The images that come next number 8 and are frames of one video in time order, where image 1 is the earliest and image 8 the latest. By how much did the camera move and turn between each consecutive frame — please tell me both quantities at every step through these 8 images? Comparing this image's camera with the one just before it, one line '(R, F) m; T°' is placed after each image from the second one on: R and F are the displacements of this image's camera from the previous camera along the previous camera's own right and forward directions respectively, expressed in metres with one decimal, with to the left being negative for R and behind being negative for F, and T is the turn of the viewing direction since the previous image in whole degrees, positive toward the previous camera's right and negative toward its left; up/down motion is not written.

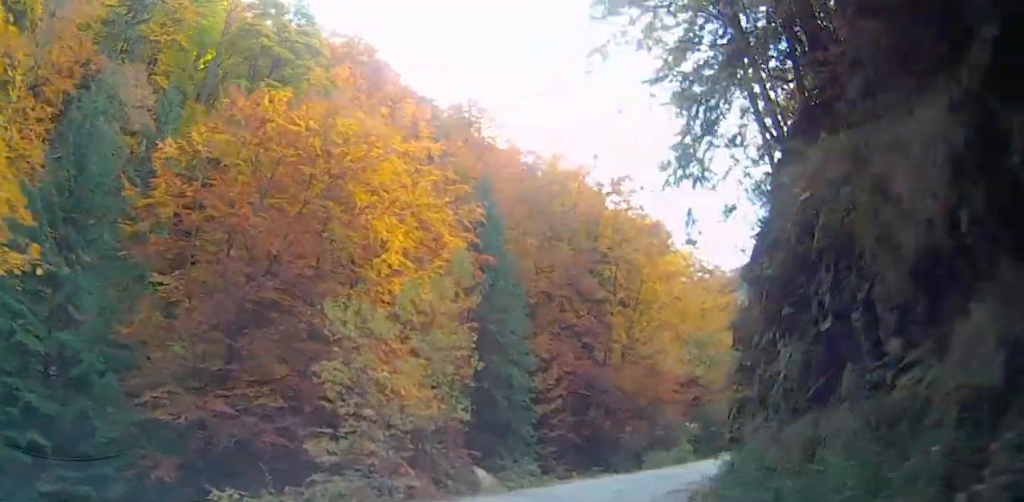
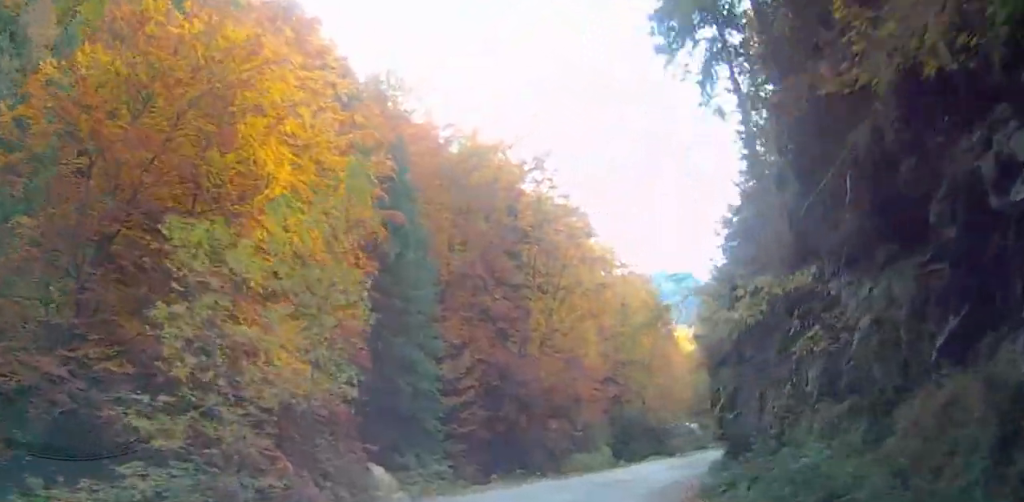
(+0.2, +6.5) m; +6°
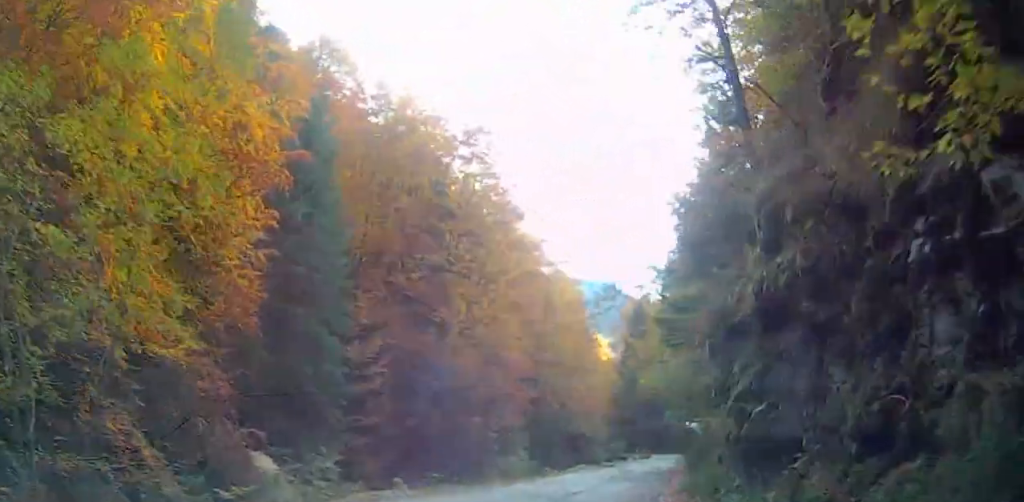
(+0.3, +5.7) m; +7°
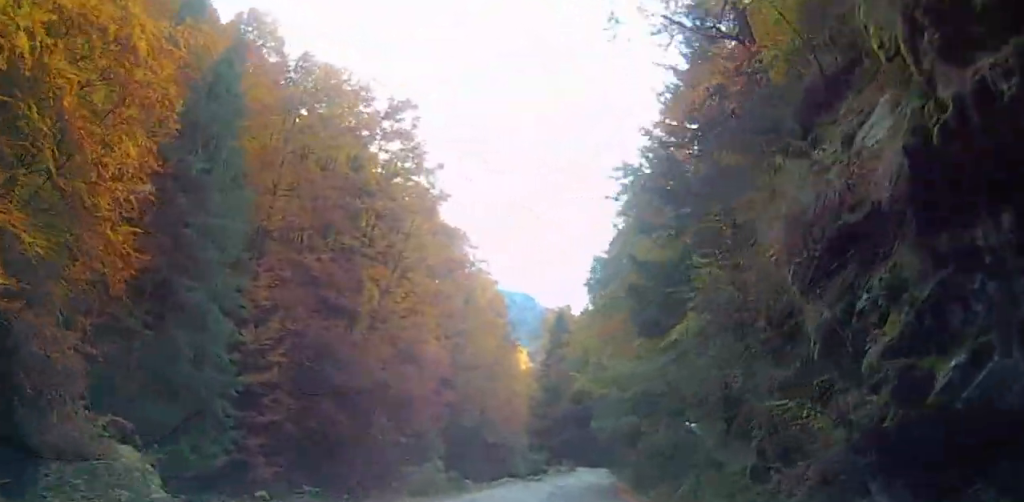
(+0.3, +6.1) m; +10°
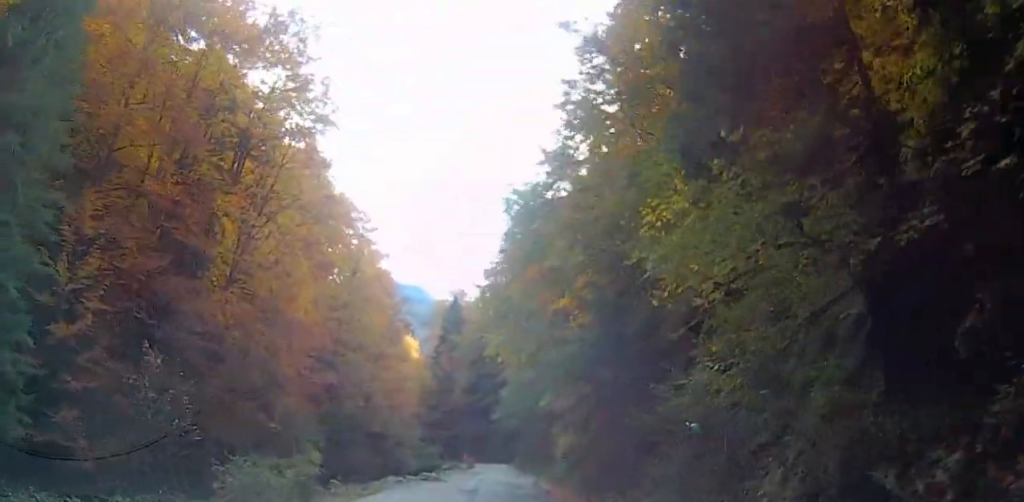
(+1.8, +10.9) m; +20°
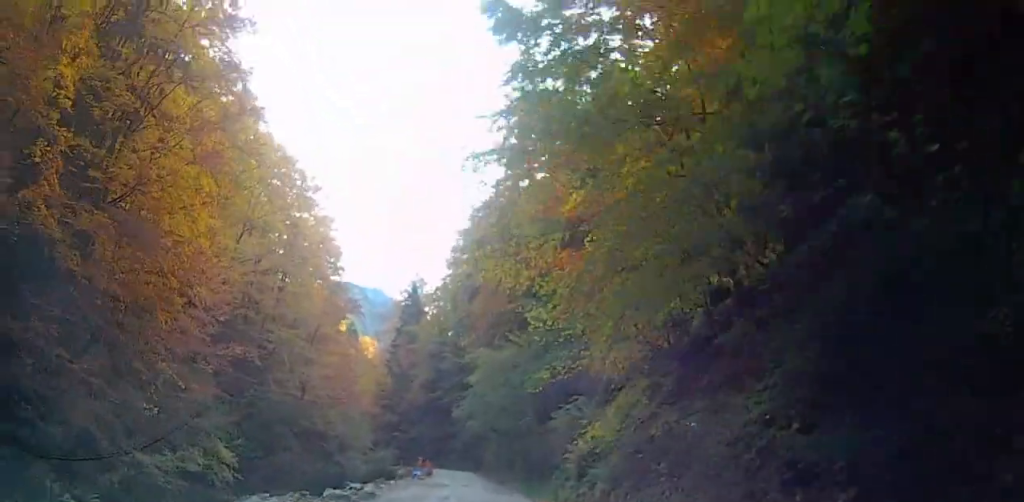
(+3.5, +16.5) m; +16°
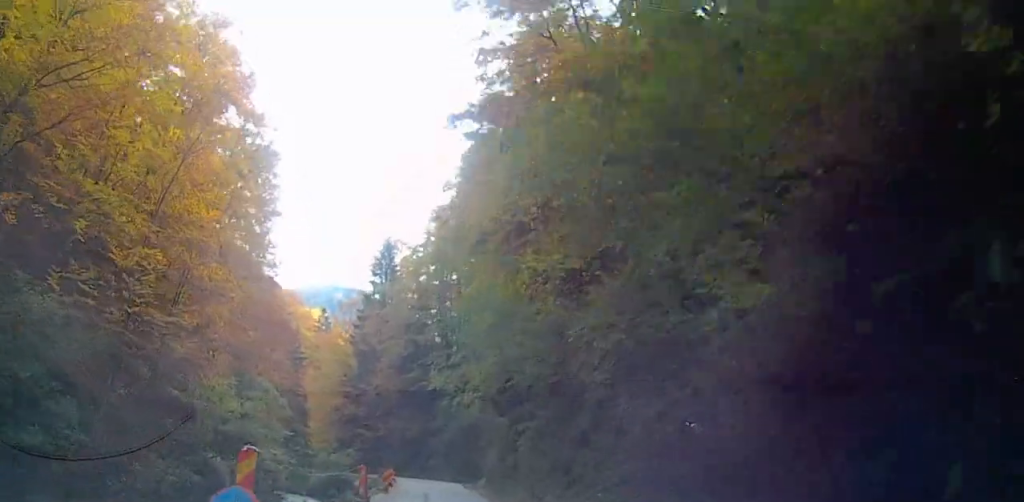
(-1.5, +33.4) m; -7°
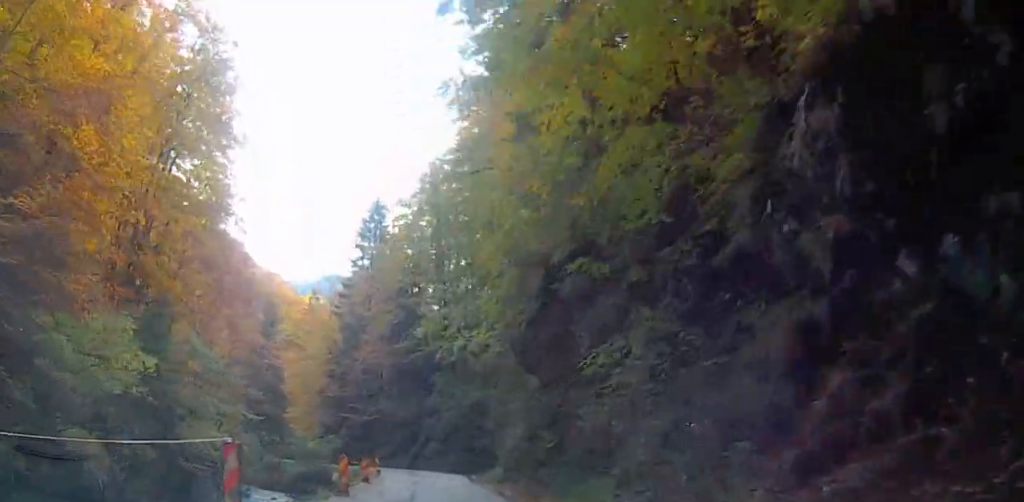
(+0.6, +14.1) m; 0°
